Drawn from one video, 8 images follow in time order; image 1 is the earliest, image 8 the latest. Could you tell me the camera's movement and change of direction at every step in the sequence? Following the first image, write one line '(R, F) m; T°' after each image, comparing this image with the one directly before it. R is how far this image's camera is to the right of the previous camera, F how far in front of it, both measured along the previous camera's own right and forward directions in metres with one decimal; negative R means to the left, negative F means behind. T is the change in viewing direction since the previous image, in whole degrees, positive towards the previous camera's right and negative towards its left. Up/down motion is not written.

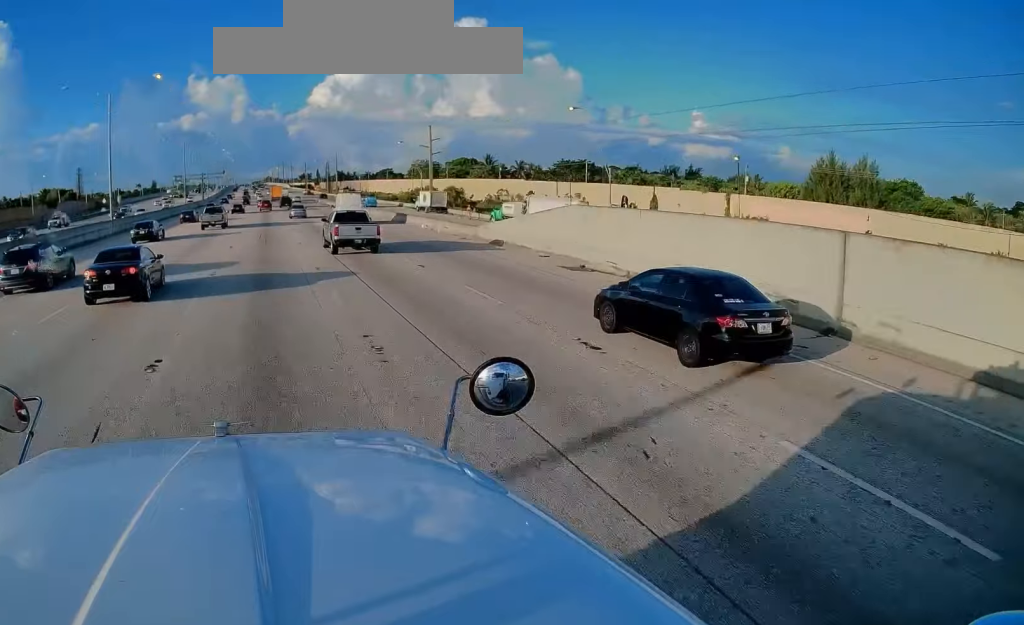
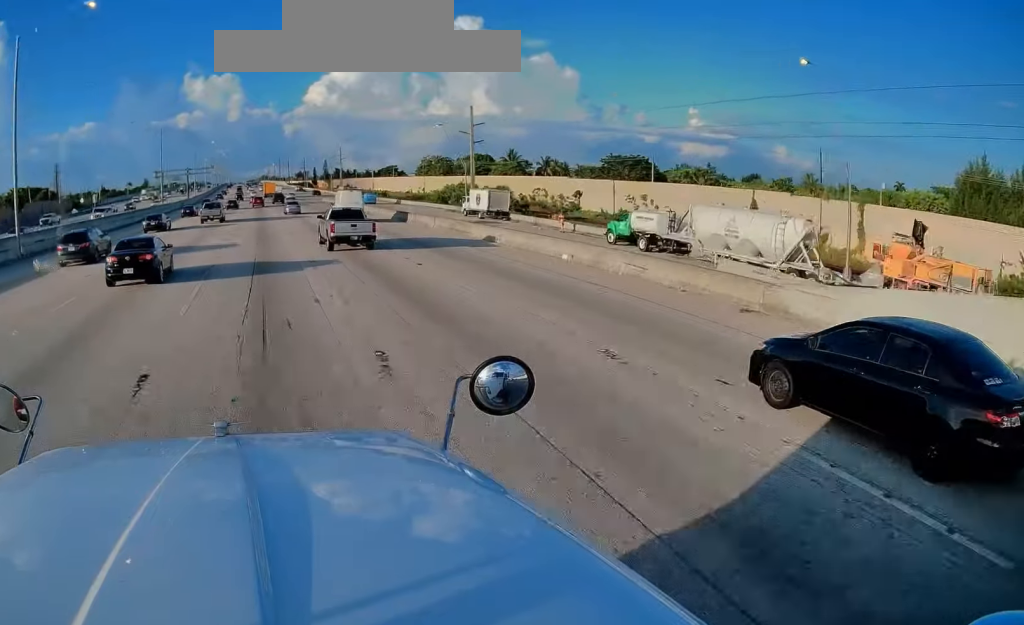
(+0.3, +25.0) m; +1°
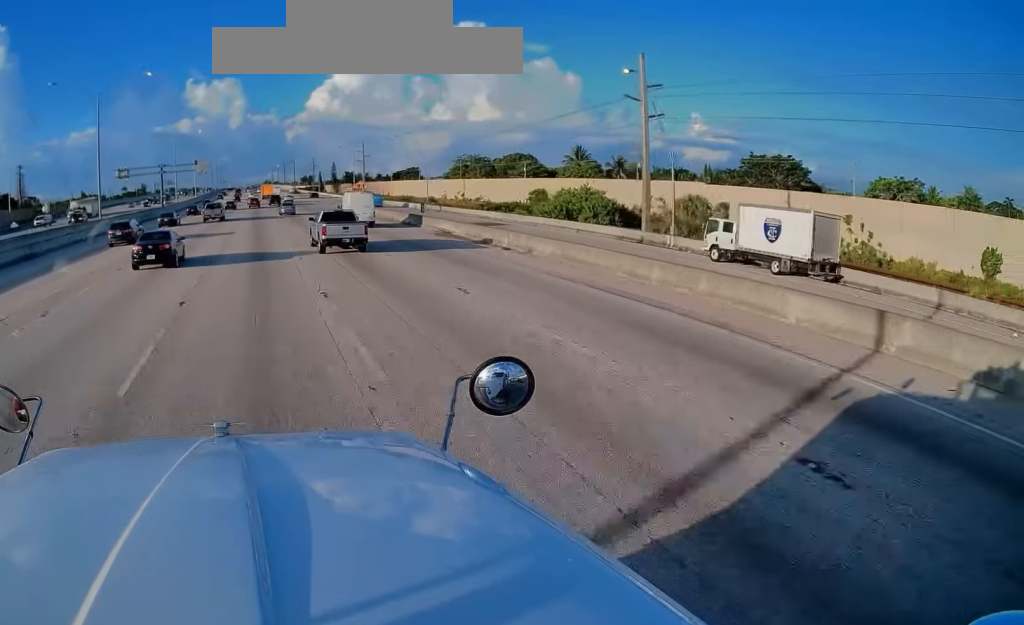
(0.0, +41.6) m; 0°
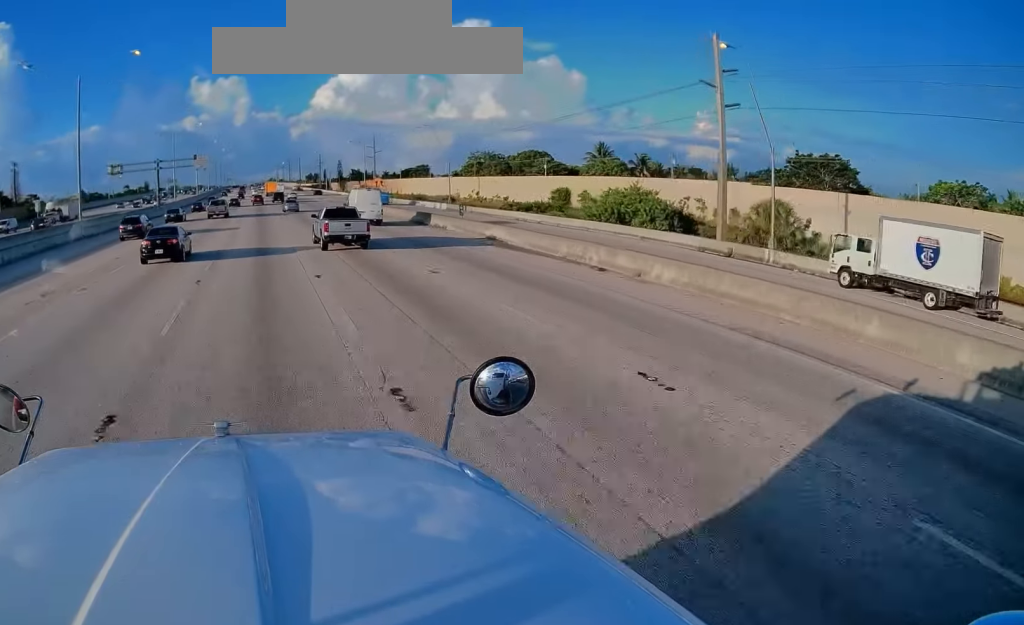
(0.0, +8.6) m; 0°
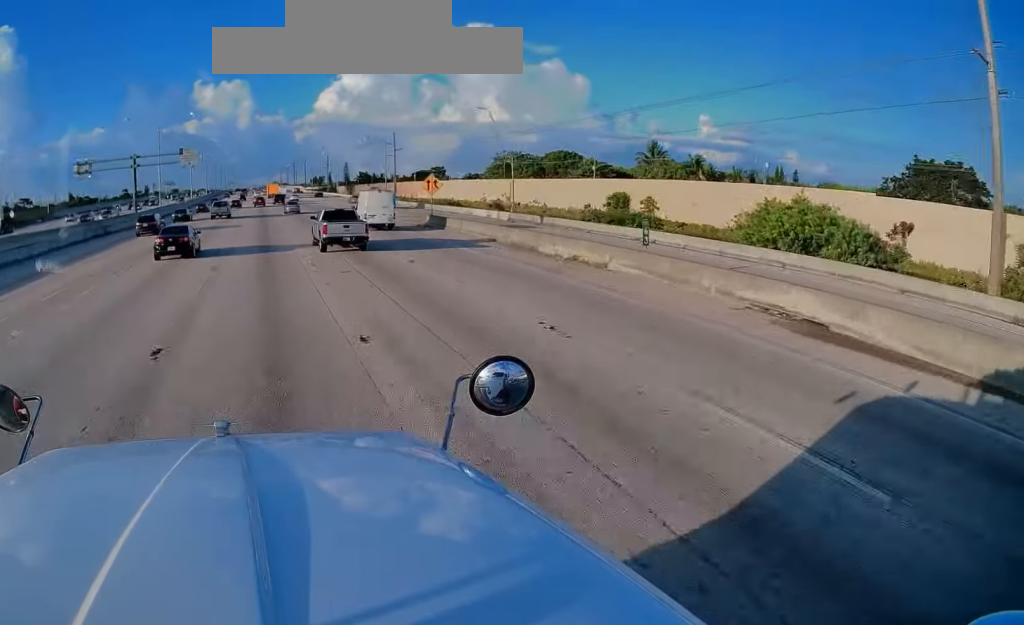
(0.0, +20.0) m; -1°
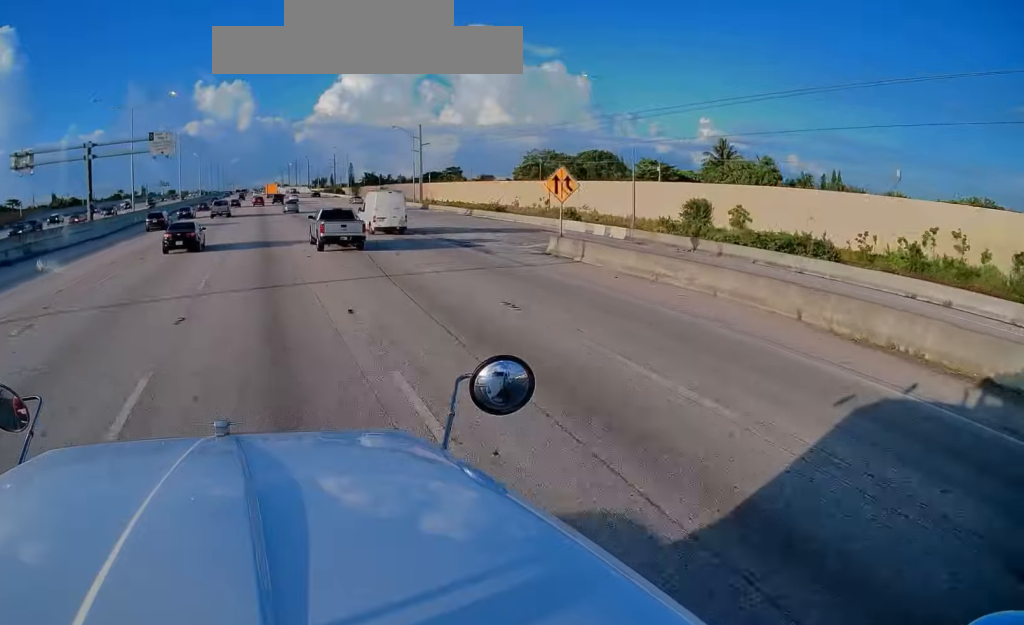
(-0.2, +20.0) m; 0°
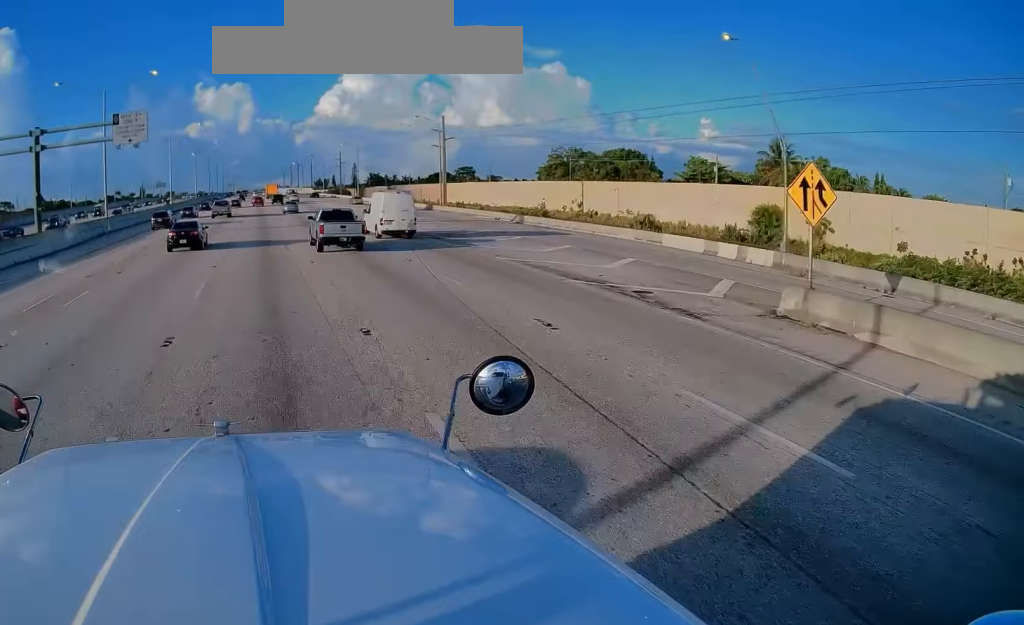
(0.0, +13.5) m; 0°
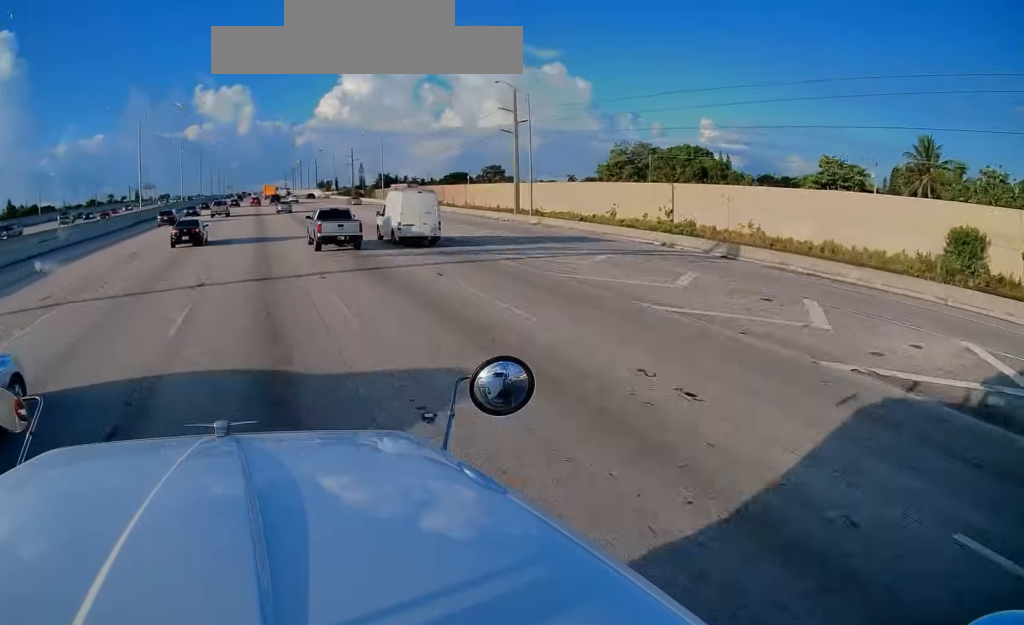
(+0.1, +26.4) m; -1°
